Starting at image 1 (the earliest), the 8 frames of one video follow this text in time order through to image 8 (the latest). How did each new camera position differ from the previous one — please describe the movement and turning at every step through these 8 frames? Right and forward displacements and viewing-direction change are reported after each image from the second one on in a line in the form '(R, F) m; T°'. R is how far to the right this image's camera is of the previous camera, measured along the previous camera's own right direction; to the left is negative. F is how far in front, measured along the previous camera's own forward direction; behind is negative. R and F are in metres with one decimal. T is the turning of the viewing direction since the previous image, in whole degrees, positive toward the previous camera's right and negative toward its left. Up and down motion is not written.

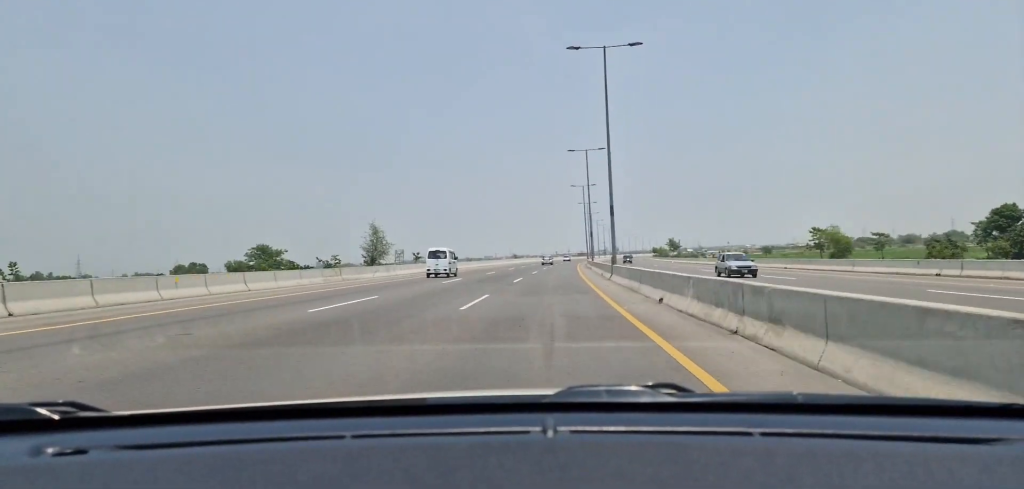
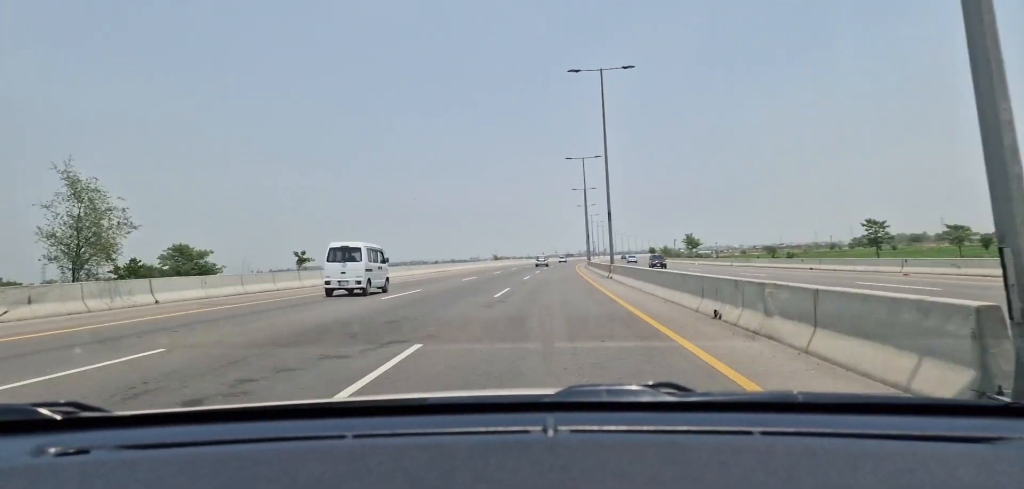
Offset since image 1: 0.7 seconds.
(+0.4, +30.7) m; +1°
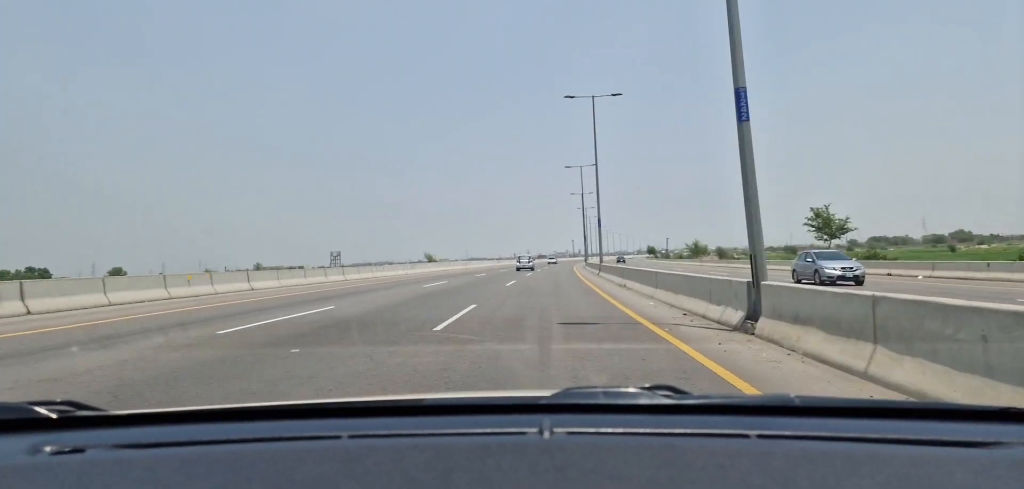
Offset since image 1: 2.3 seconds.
(+1.3, +65.2) m; +2°
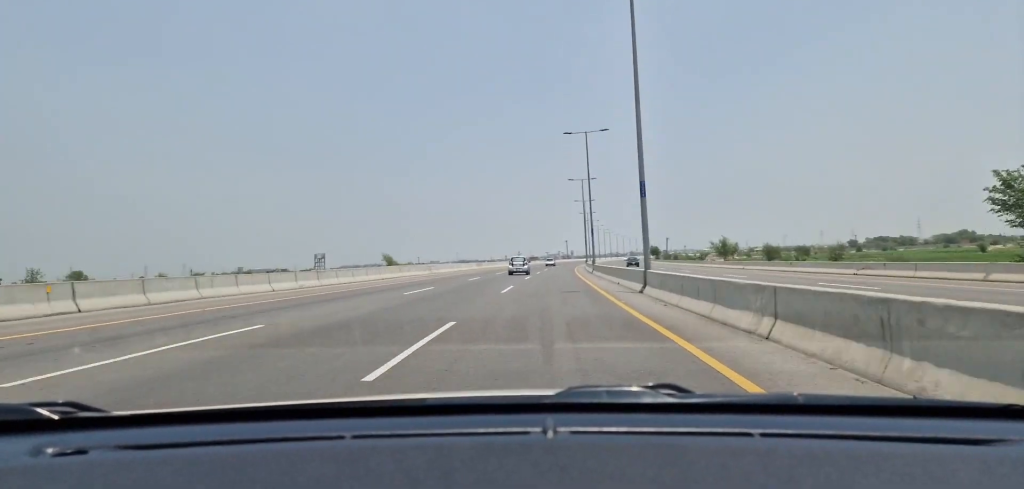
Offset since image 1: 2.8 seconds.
(+0.3, +21.8) m; +1°
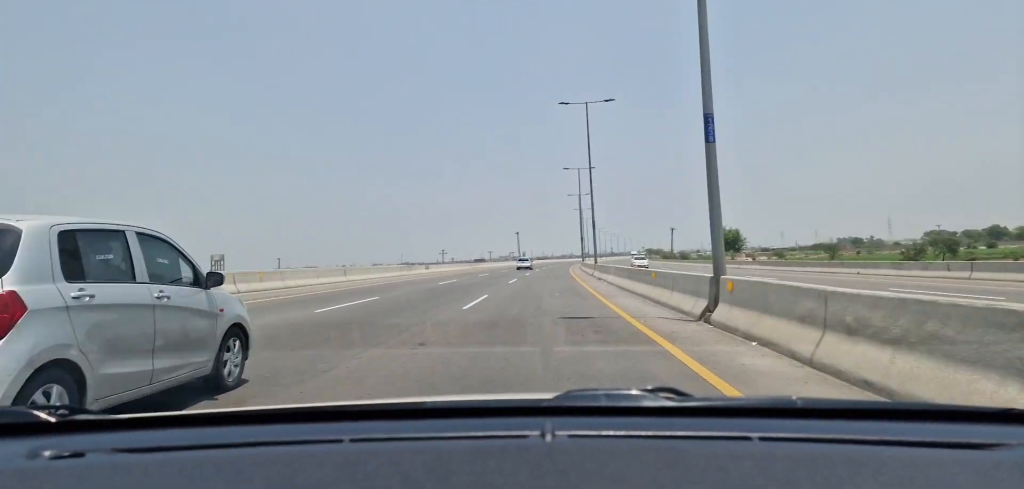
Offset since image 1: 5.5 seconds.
(+4.3, +116.1) m; +4°
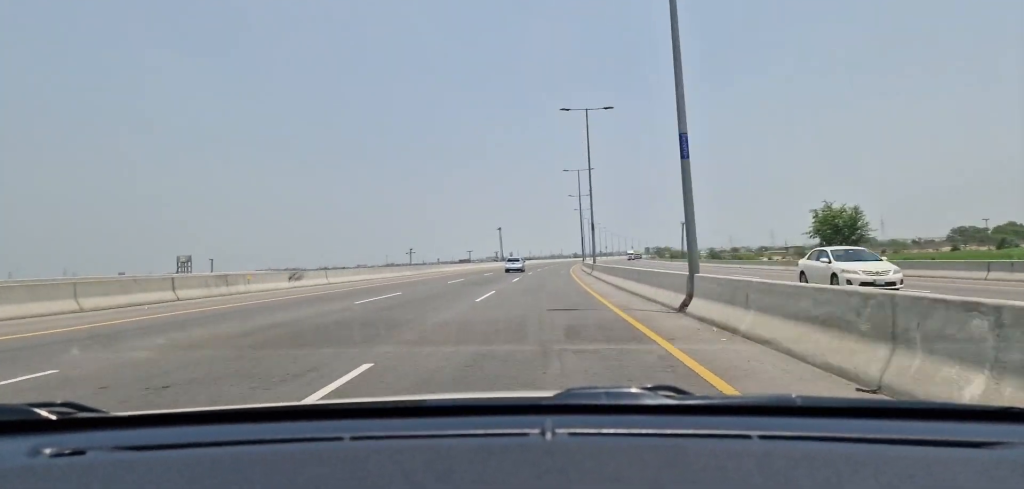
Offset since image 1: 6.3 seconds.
(+0.1, +32.8) m; +1°
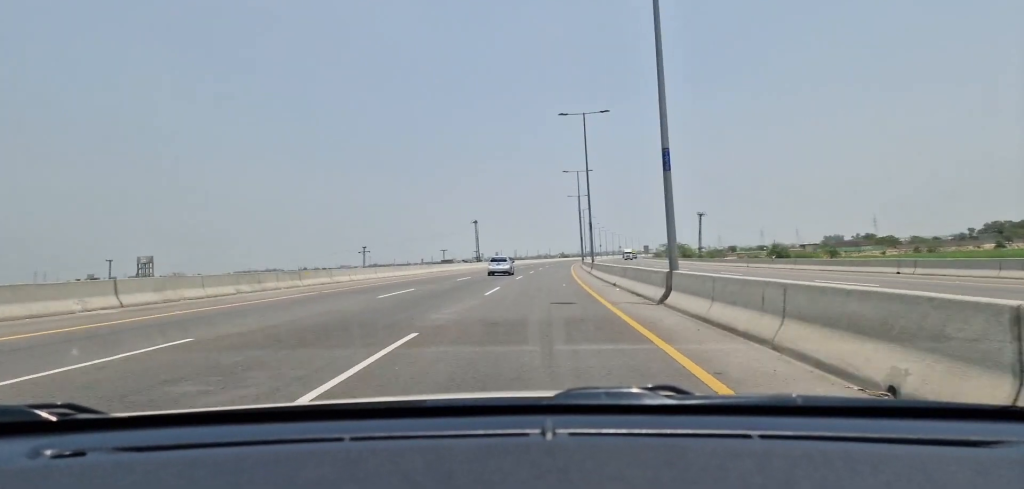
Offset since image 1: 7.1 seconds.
(+0.4, +33.6) m; +1°
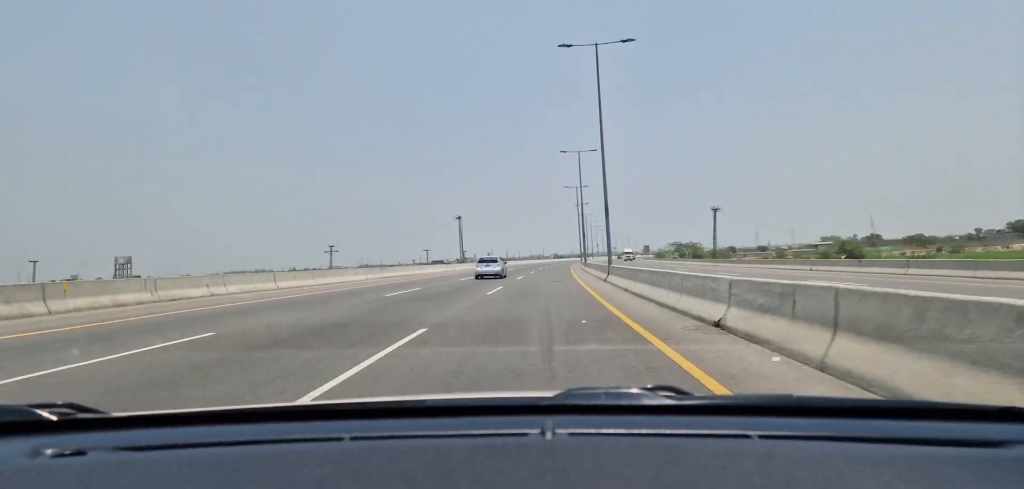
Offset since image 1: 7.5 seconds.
(+0.2, +17.2) m; +1°
